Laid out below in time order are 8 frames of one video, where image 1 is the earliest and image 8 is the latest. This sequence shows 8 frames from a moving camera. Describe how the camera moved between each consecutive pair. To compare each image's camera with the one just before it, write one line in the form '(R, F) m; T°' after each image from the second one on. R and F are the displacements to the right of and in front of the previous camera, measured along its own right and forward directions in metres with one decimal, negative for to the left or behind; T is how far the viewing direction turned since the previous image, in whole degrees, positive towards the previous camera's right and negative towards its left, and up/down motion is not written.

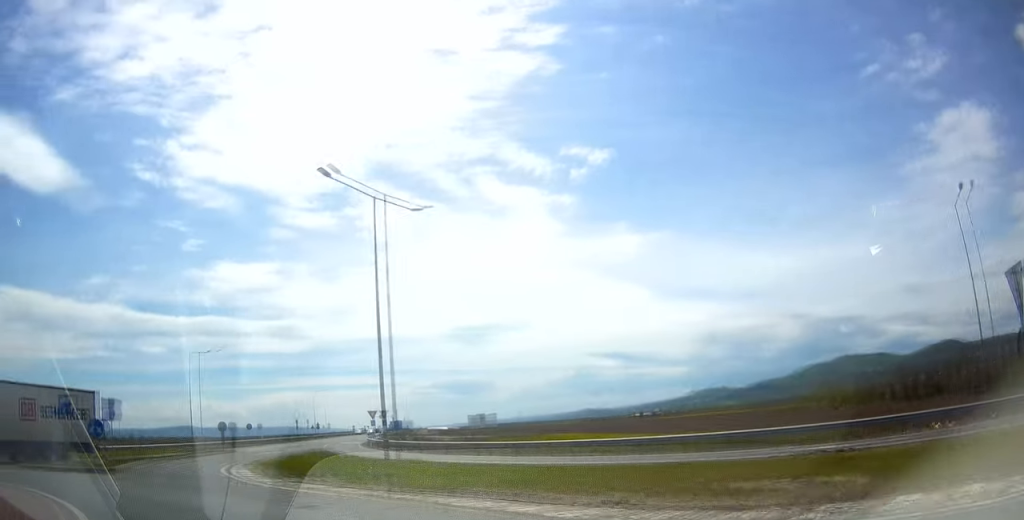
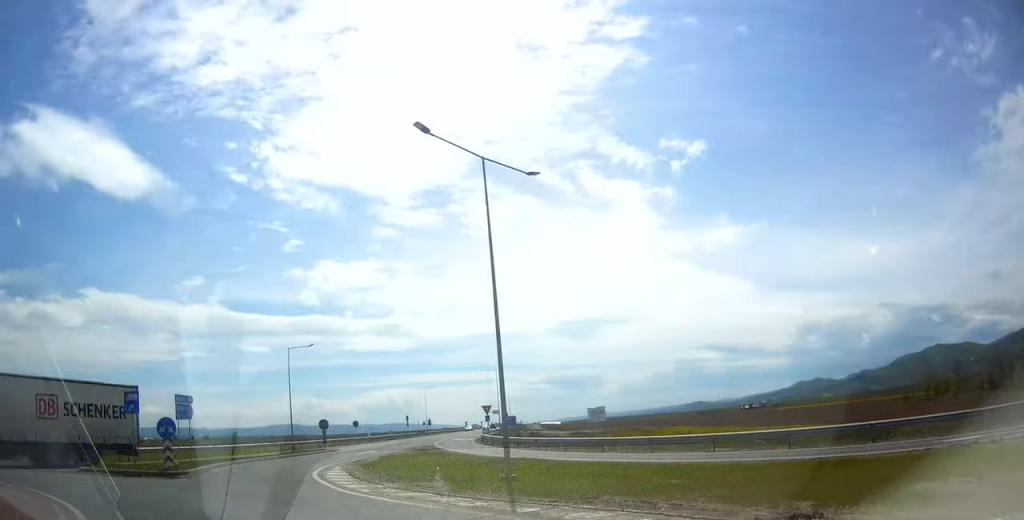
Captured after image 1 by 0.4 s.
(0.0, +2.4) m; -13°
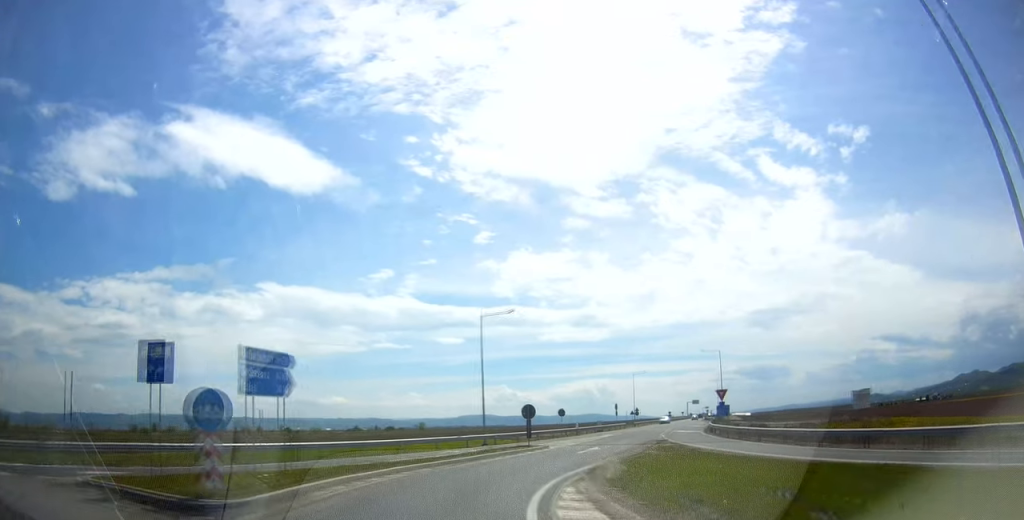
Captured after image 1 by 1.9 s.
(-2.9, +9.8) m; -25°
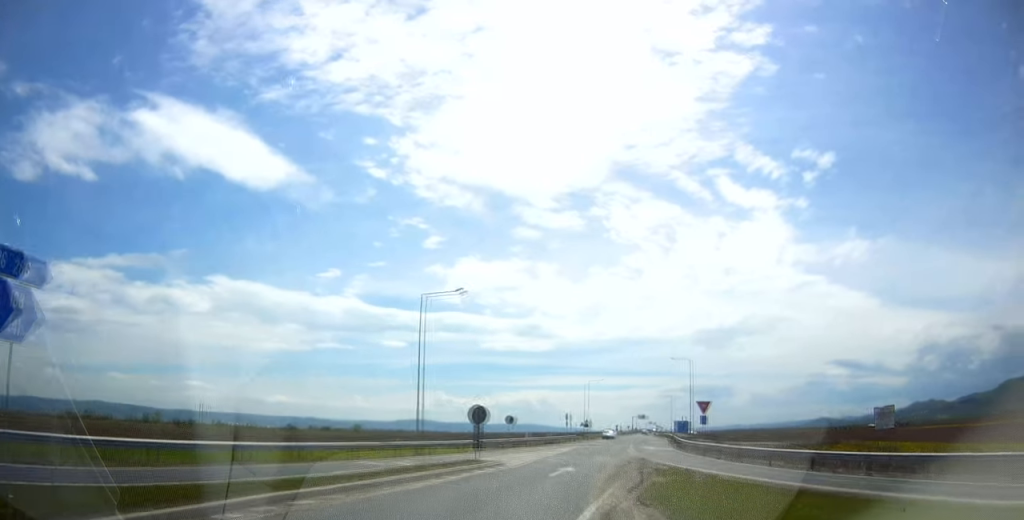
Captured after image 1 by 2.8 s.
(-0.6, +6.4) m; -9°
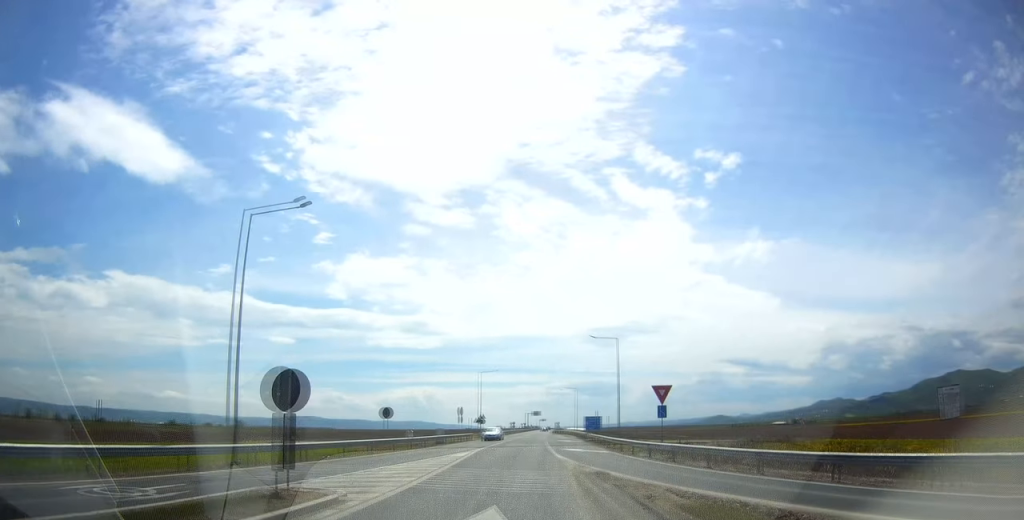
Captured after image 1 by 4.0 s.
(-0.9, +10.6) m; +1°
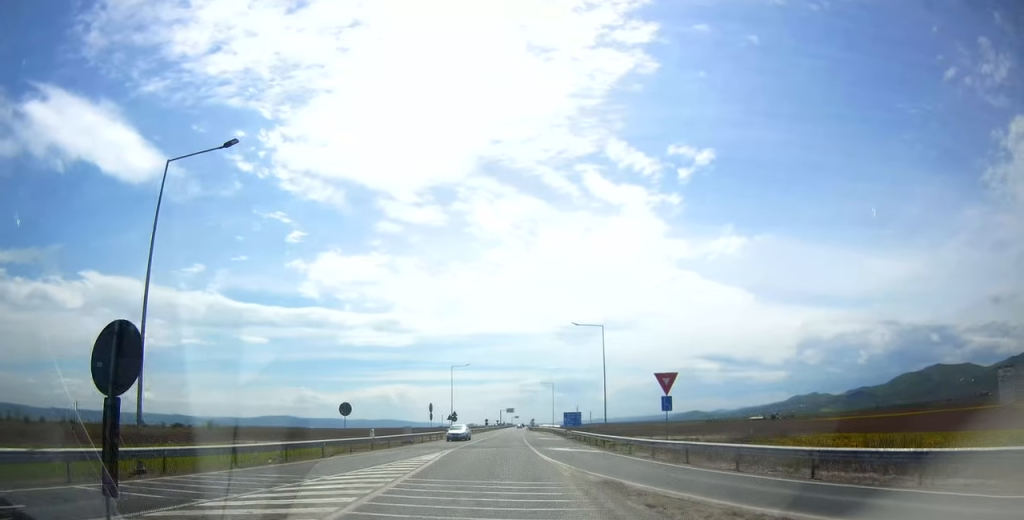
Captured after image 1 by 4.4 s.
(-0.3, +3.8) m; +4°
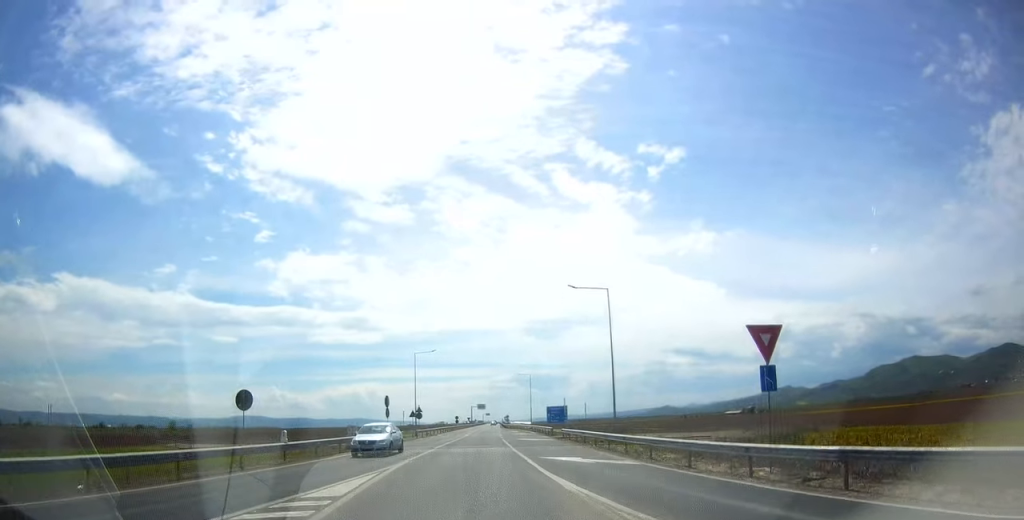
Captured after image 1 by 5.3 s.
(+1.3, +10.0) m; +8°
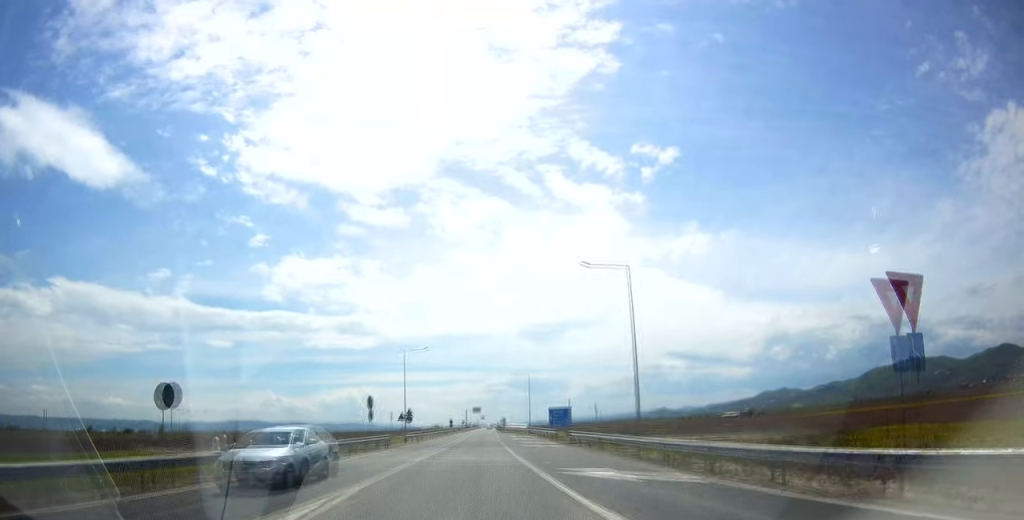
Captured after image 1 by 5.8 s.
(+0.1, +5.5) m; +1°
